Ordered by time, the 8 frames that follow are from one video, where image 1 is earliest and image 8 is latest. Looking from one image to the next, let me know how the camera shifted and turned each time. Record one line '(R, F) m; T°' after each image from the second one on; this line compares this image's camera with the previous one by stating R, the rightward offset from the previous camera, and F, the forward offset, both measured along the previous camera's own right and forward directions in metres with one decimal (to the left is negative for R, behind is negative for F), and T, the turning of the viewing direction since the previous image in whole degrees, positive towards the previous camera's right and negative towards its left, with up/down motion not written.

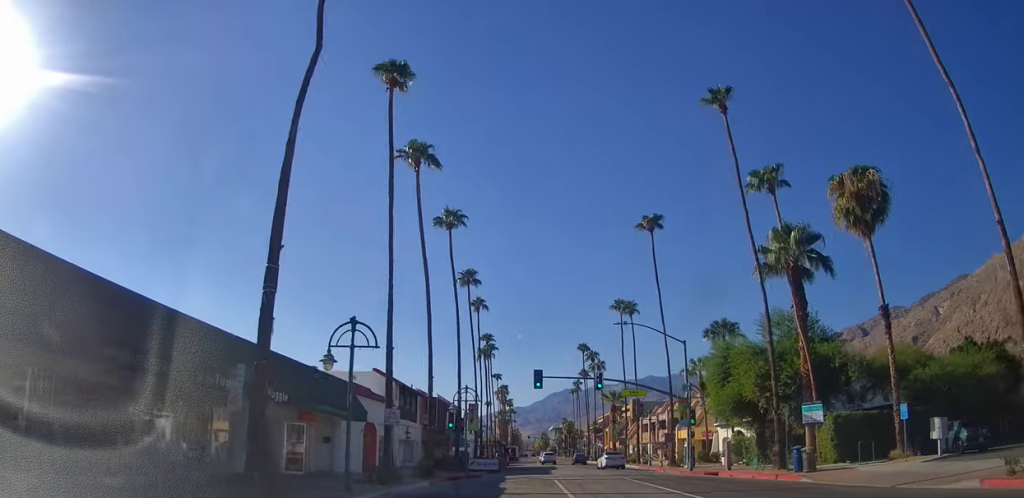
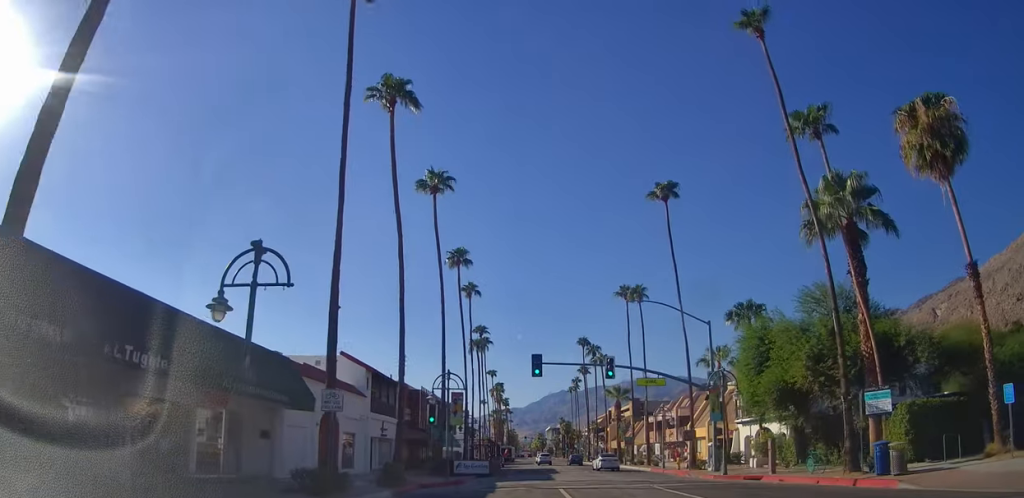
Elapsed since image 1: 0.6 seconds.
(0.0, +6.8) m; 0°
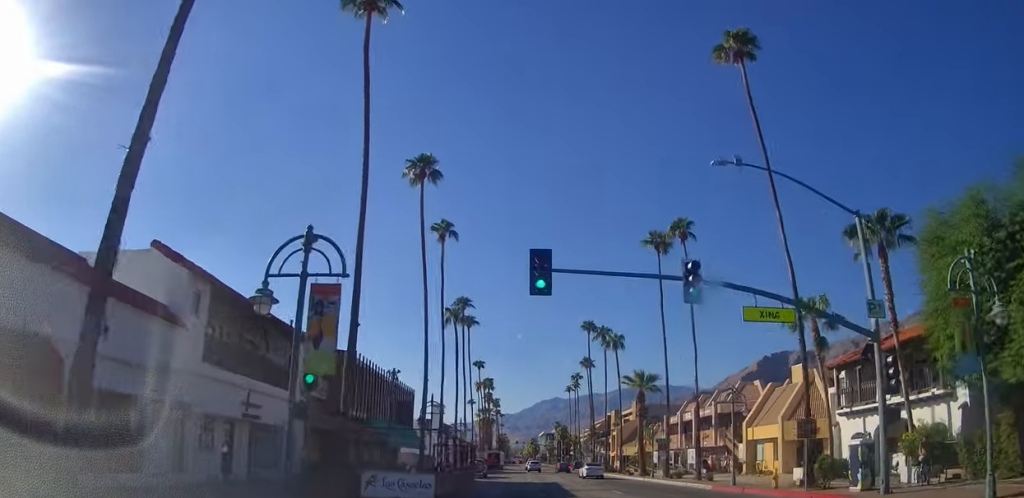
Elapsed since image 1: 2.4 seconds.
(0.0, +19.0) m; 0°
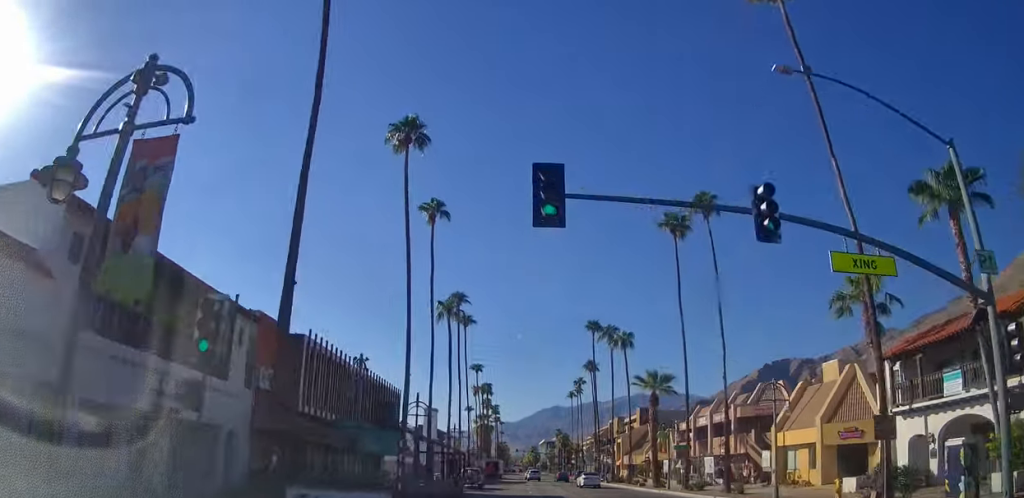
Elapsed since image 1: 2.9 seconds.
(0.0, +5.6) m; 0°
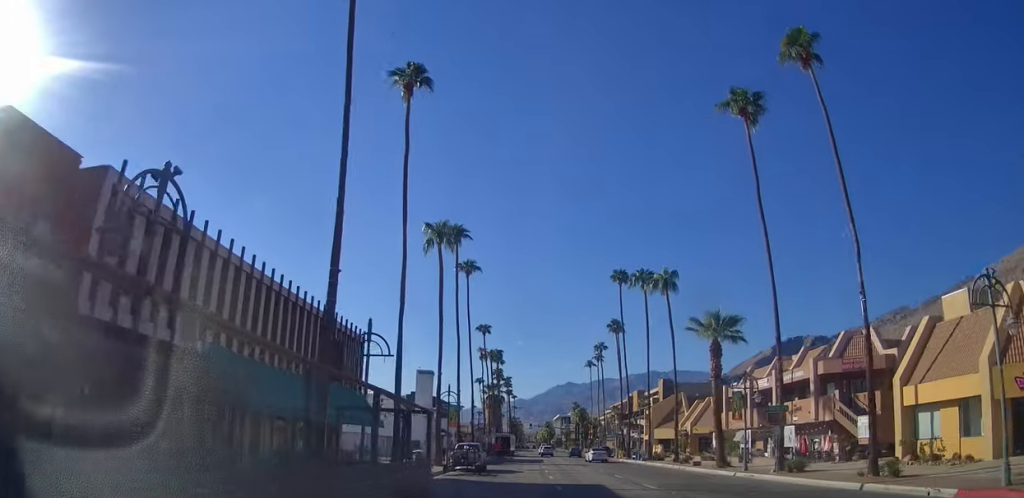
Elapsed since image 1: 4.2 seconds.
(0.0, +13.4) m; 0°
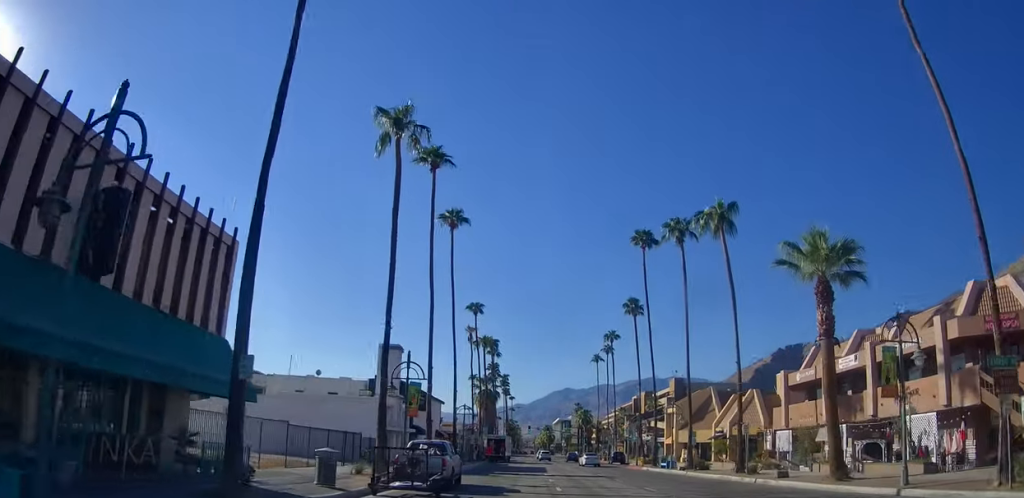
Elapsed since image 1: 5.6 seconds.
(0.0, +14.3) m; 0°
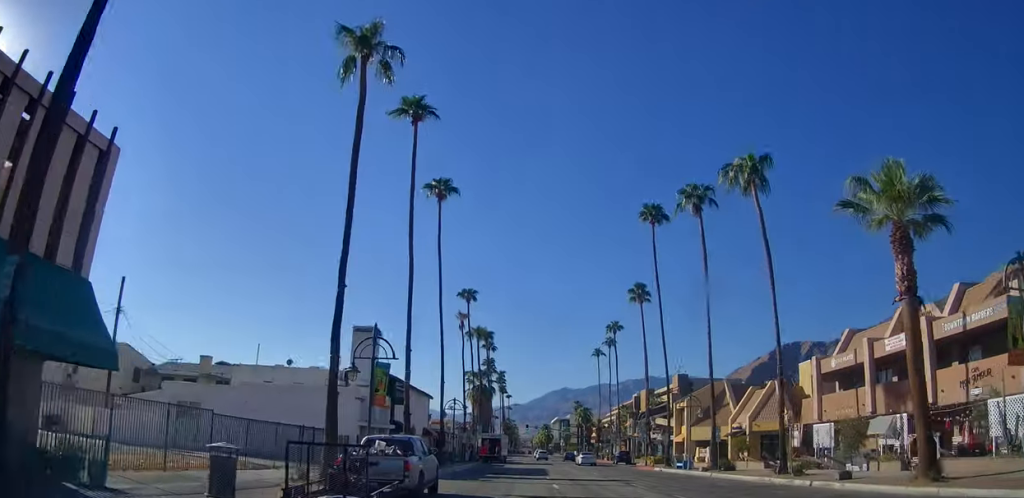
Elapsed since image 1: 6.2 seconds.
(0.0, +5.9) m; 0°
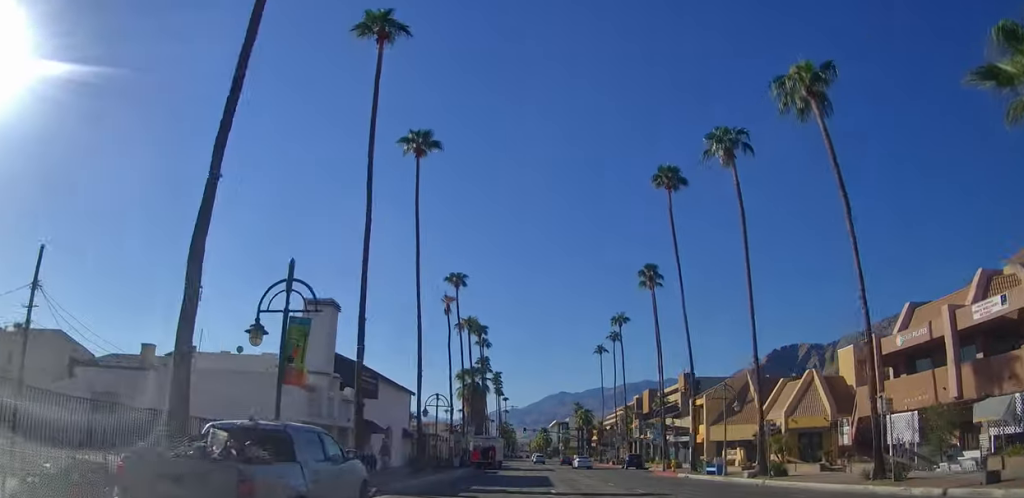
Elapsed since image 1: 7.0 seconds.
(0.0, +8.0) m; 0°
